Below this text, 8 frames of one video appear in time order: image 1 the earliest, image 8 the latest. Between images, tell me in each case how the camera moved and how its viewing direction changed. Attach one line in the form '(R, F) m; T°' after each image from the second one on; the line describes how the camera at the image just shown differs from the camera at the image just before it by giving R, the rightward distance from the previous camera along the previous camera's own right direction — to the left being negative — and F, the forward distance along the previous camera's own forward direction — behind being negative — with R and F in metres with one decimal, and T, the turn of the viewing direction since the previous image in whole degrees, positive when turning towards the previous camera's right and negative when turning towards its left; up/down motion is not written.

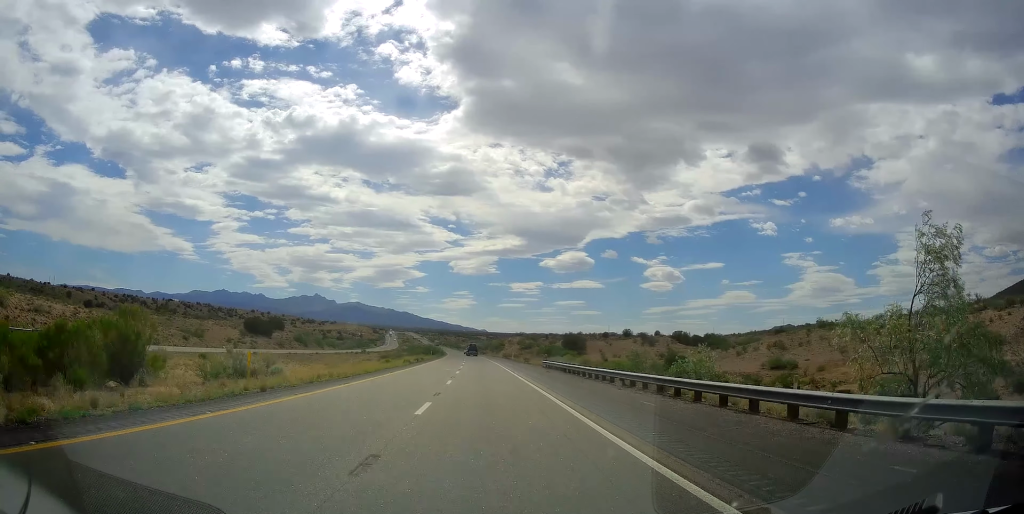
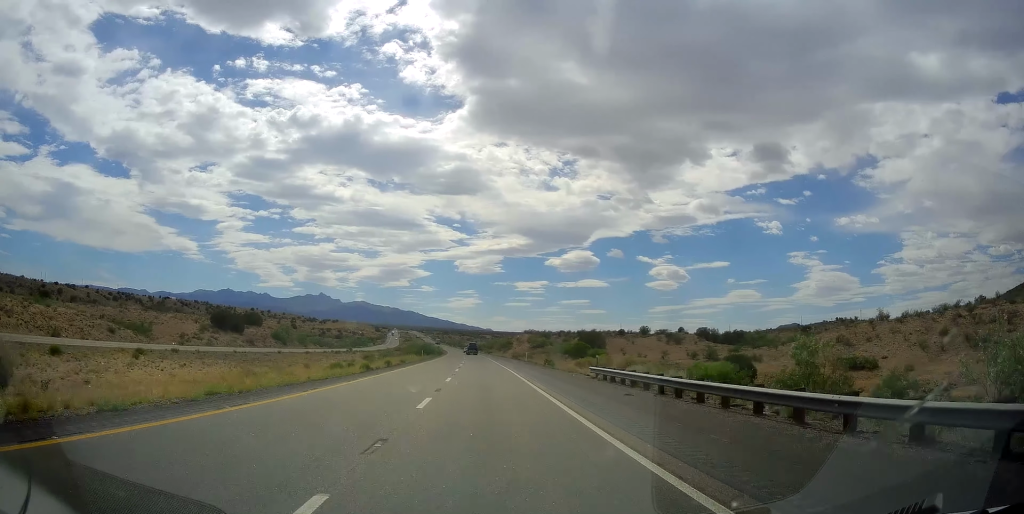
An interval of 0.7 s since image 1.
(-0.2, +23.2) m; -1°
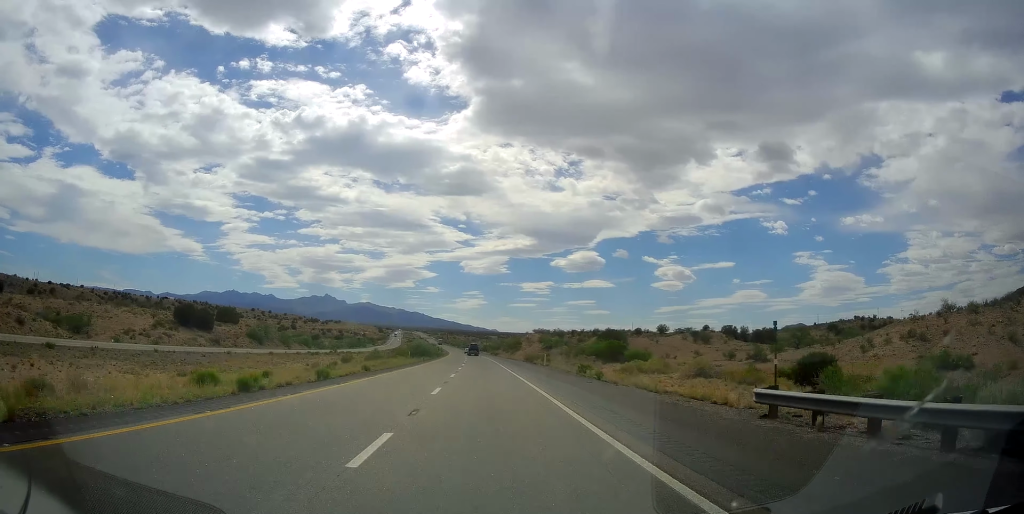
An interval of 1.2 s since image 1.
(+0.1, +19.7) m; -1°
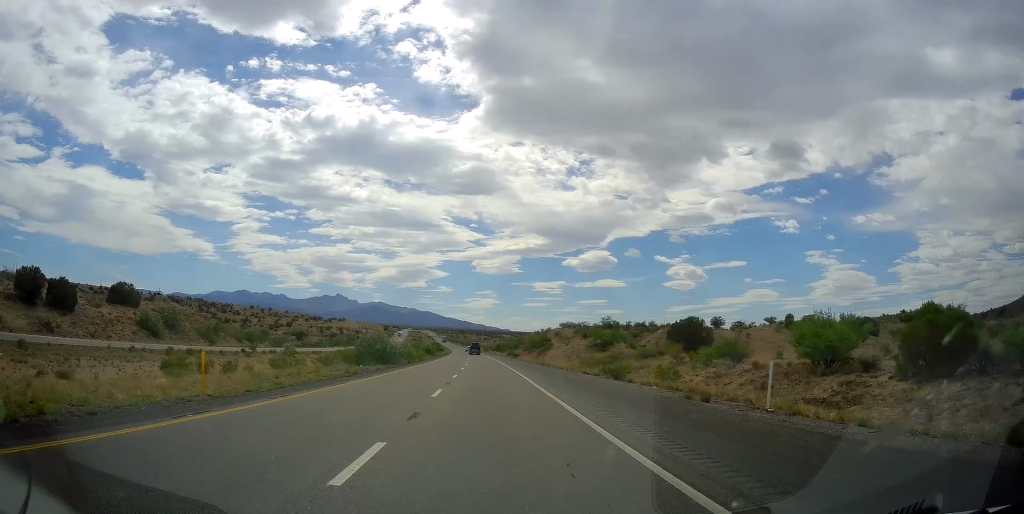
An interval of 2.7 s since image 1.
(-0.7, +49.9) m; -1°
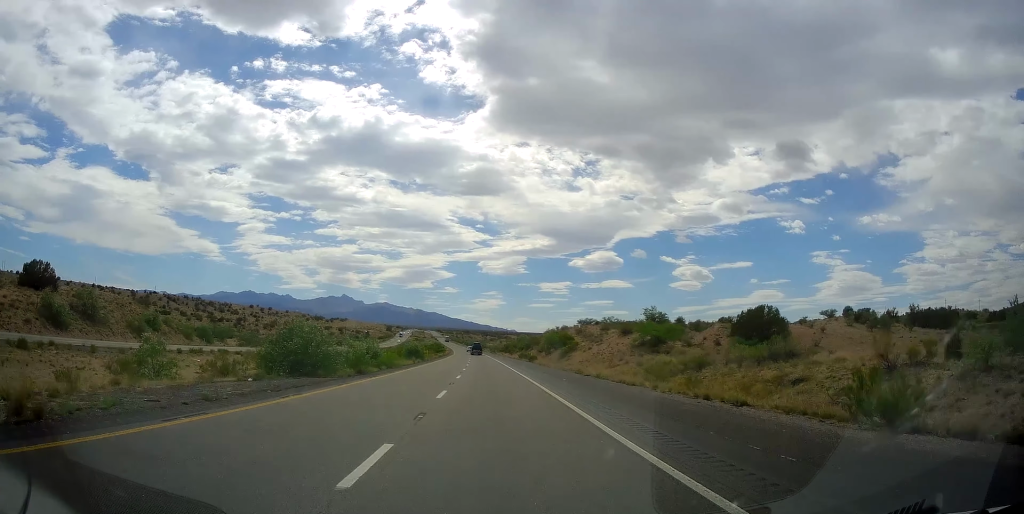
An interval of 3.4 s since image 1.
(0.0, +24.3) m; 0°
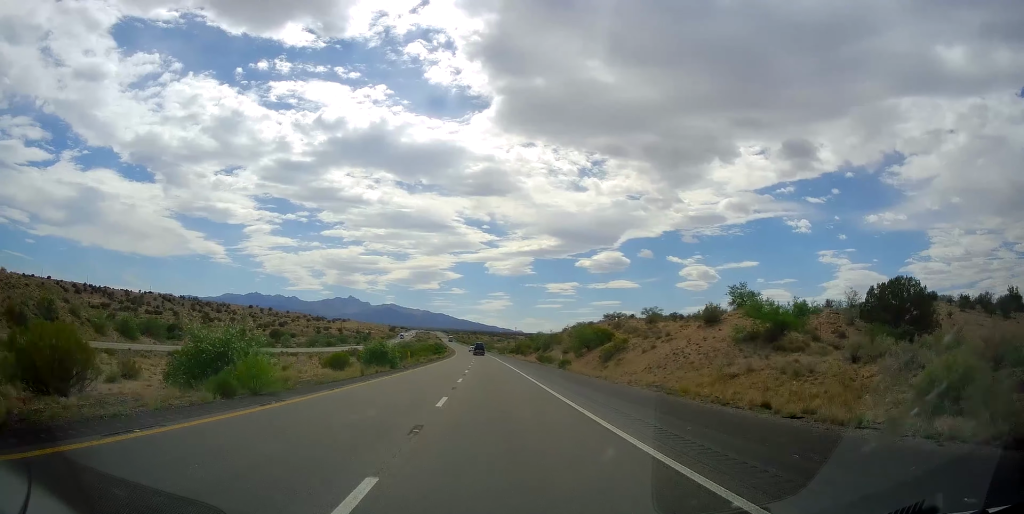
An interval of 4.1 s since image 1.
(0.0, +26.7) m; -1°
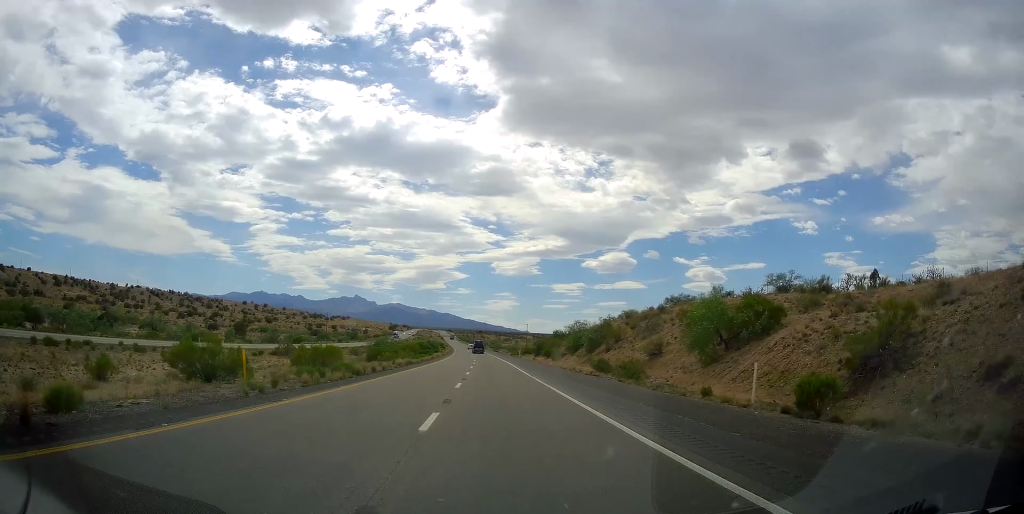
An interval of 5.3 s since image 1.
(-0.5, +41.9) m; -1°
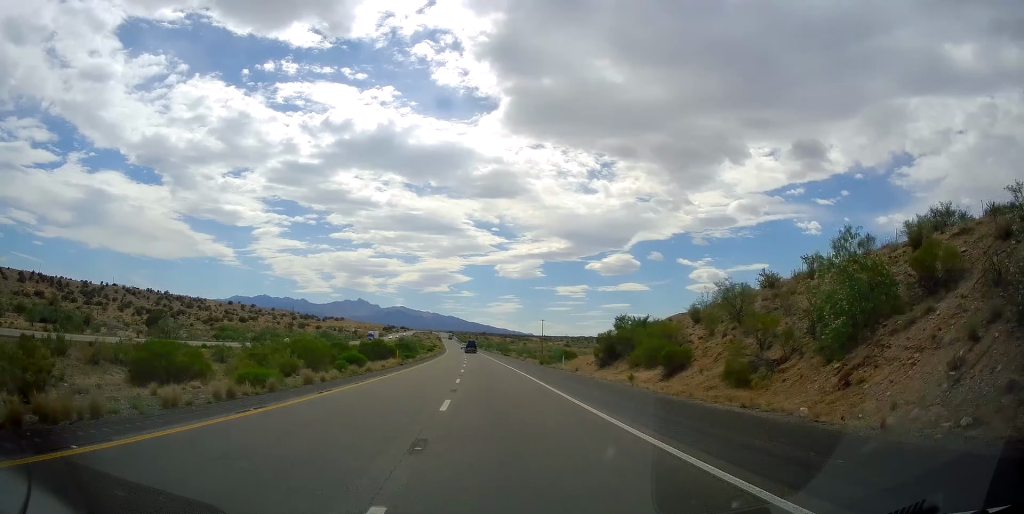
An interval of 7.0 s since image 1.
(-0.7, +57.0) m; -1°
